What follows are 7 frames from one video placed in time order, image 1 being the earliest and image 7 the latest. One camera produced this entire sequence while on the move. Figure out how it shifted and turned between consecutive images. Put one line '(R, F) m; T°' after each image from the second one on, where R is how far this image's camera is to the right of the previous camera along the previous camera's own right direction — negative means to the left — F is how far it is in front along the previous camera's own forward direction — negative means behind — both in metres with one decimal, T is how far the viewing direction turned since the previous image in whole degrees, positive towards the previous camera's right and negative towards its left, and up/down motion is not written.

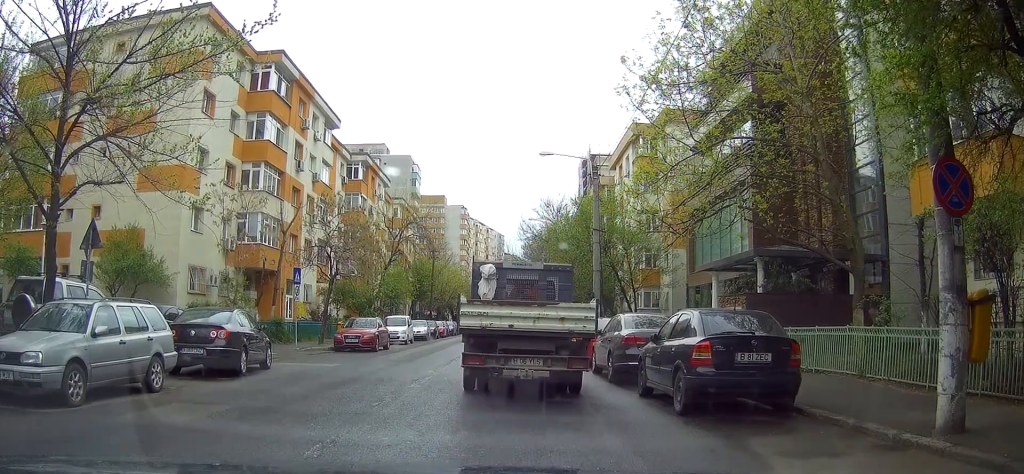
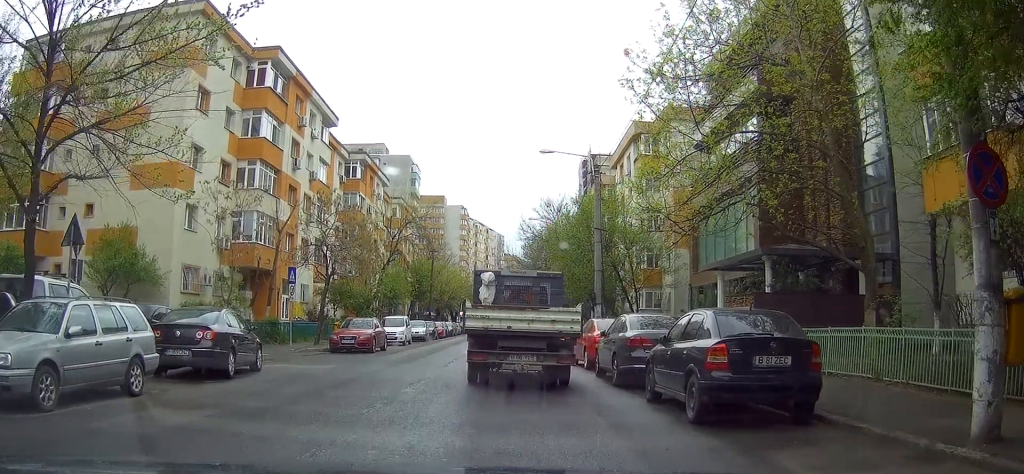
(0.0, +1.1) m; +3°
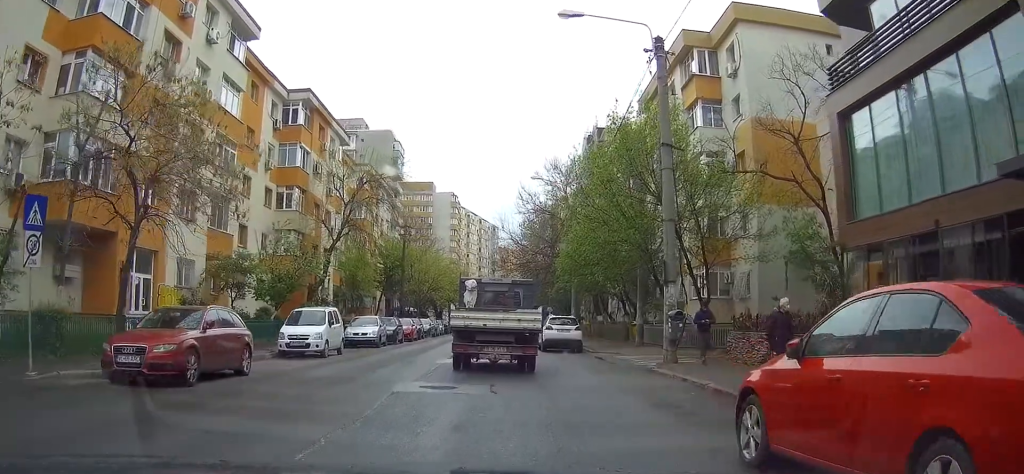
(+0.9, +15.6) m; +4°
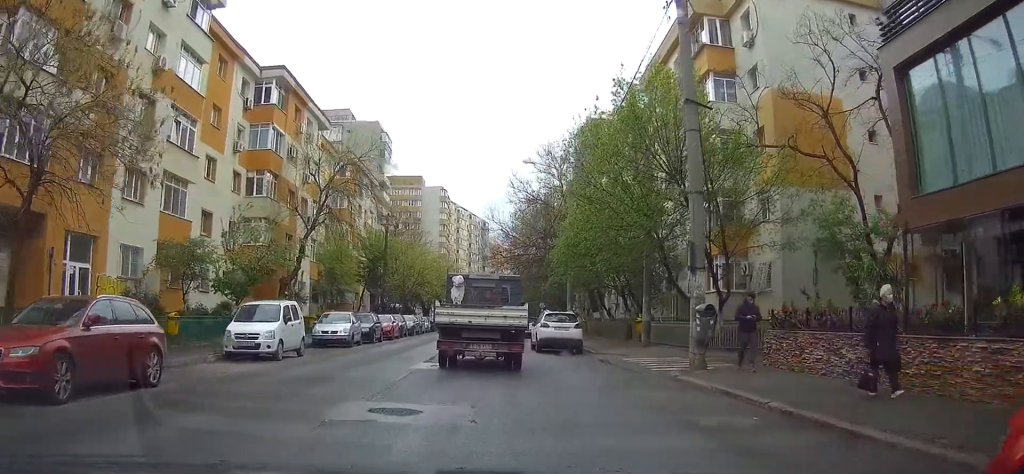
(0.0, +4.0) m; -1°
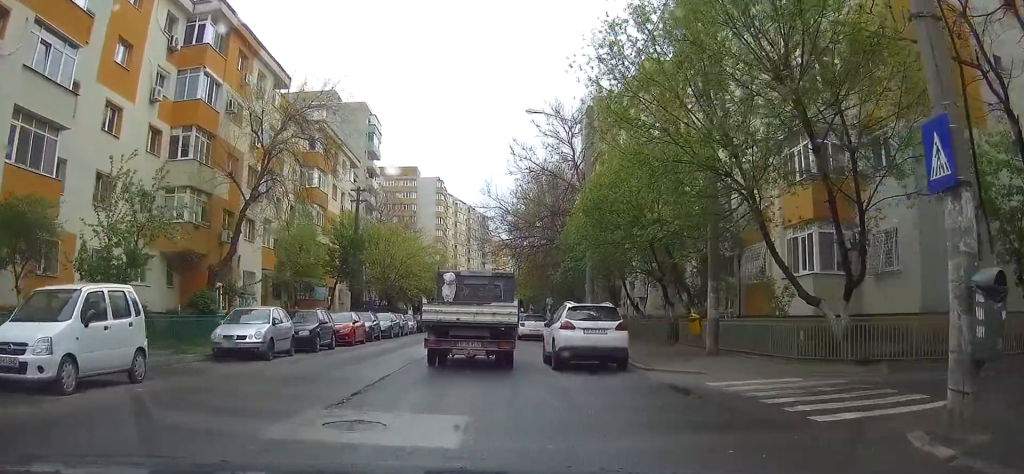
(-0.2, +10.2) m; -2°
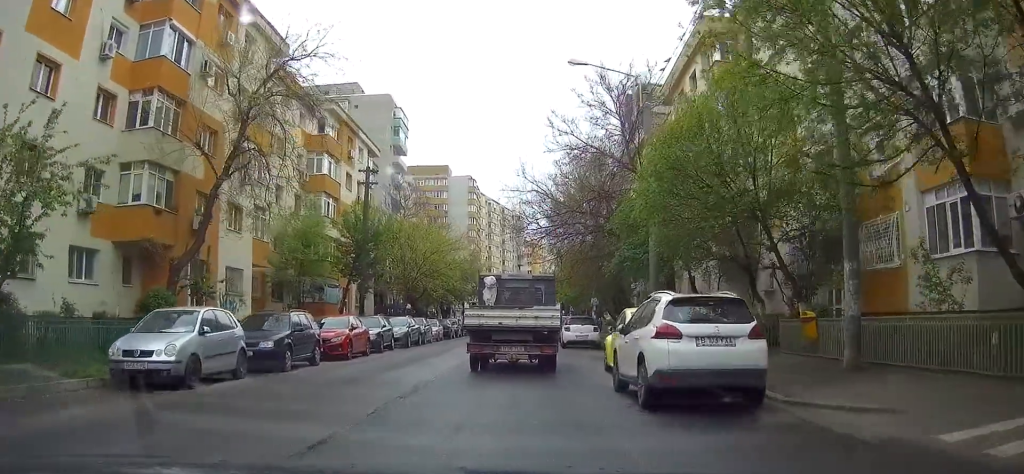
(-0.1, +7.0) m; -1°
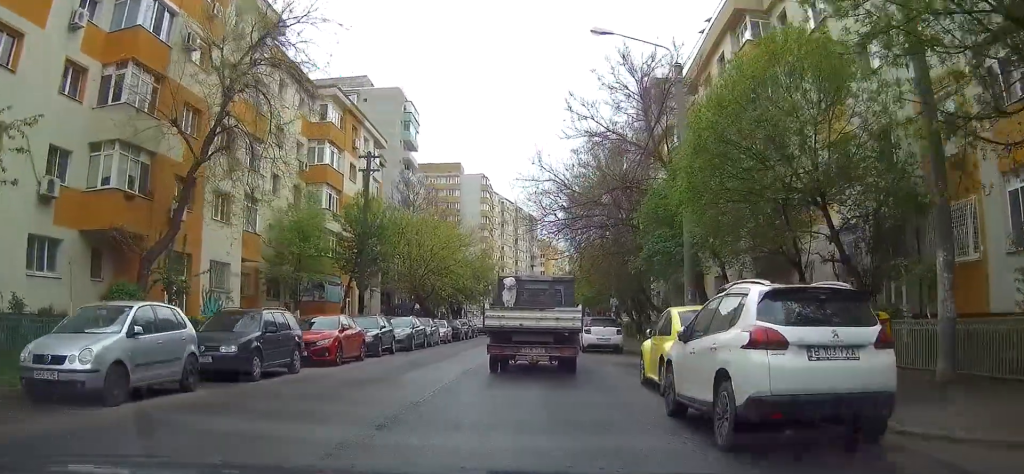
(0.0, +3.1) m; 0°
